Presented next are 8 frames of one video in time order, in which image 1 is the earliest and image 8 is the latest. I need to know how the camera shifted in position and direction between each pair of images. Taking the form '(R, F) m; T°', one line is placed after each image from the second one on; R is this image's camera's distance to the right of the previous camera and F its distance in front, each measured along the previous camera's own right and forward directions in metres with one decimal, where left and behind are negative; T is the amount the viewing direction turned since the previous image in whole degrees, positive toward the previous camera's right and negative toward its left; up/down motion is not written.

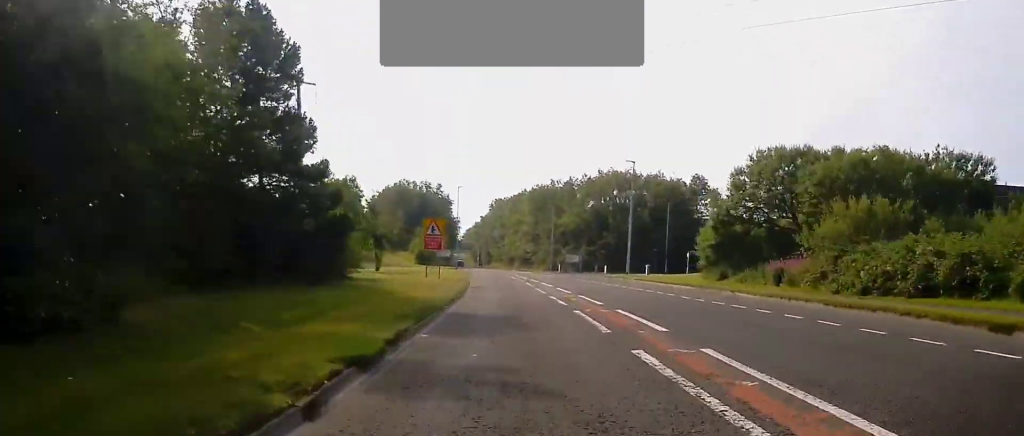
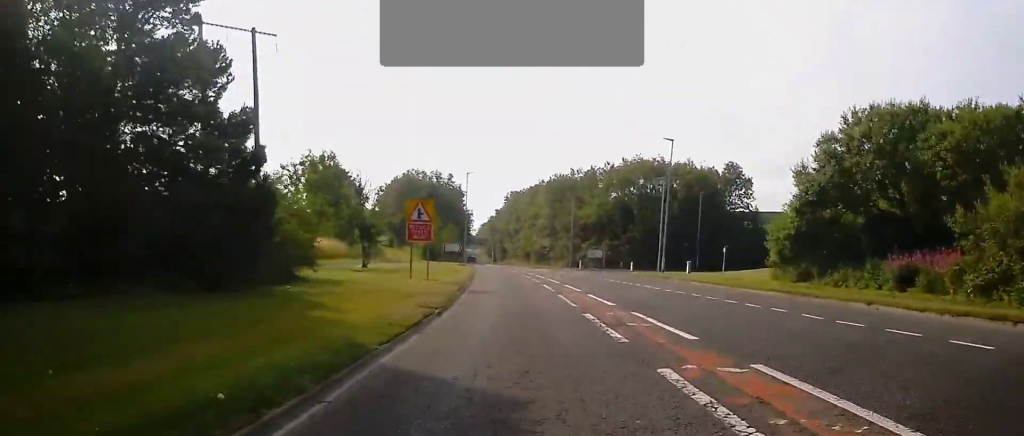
(-0.2, +10.7) m; -1°
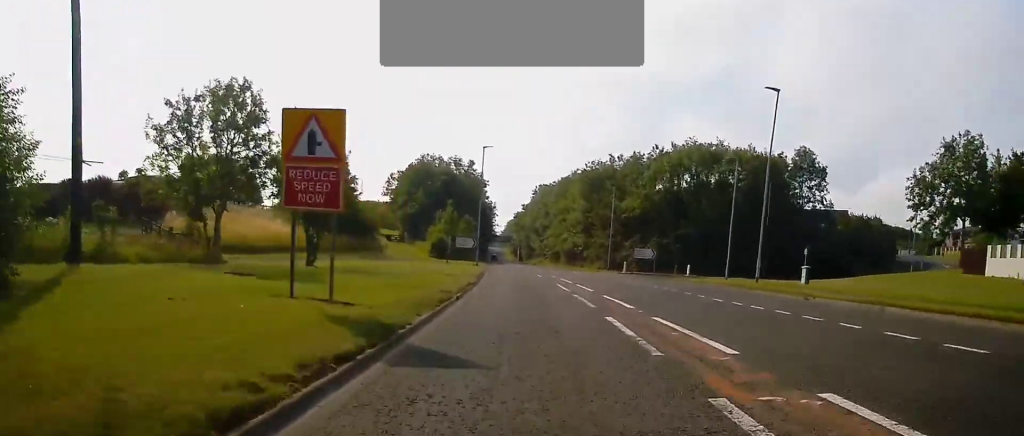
(+0.1, +19.4) m; -1°
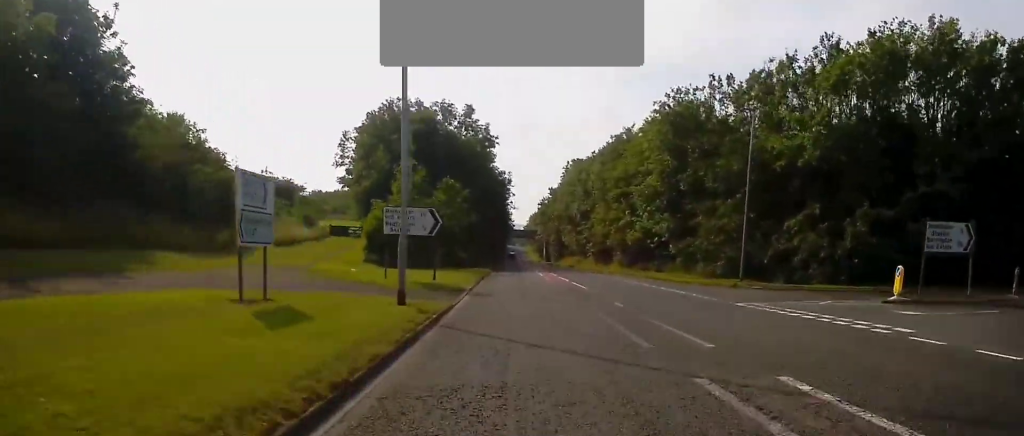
(-1.9, +53.0) m; -2°
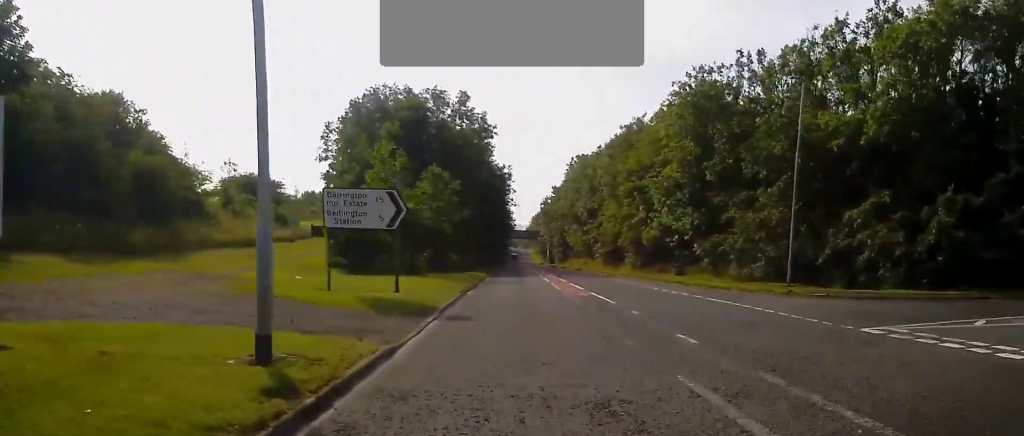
(+0.1, +9.0) m; 0°
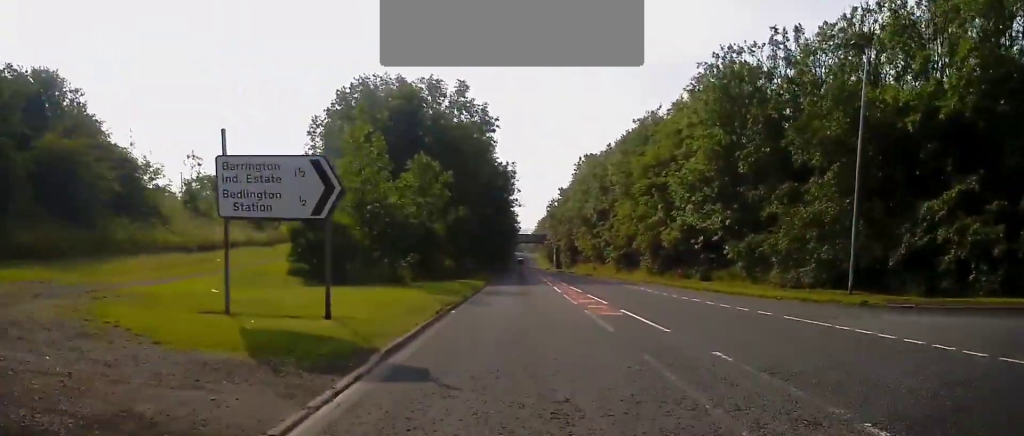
(+0.2, +7.4) m; 0°
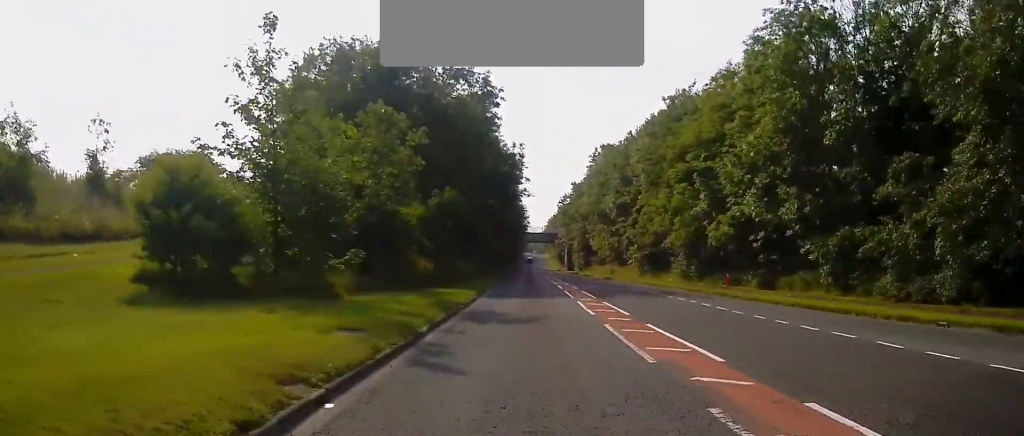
(-0.2, +12.6) m; -1°
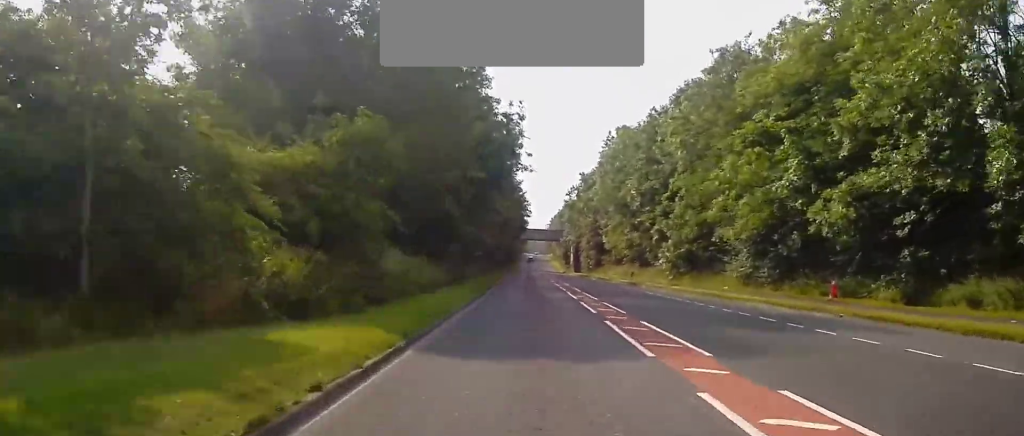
(-0.3, +17.5) m; 0°
